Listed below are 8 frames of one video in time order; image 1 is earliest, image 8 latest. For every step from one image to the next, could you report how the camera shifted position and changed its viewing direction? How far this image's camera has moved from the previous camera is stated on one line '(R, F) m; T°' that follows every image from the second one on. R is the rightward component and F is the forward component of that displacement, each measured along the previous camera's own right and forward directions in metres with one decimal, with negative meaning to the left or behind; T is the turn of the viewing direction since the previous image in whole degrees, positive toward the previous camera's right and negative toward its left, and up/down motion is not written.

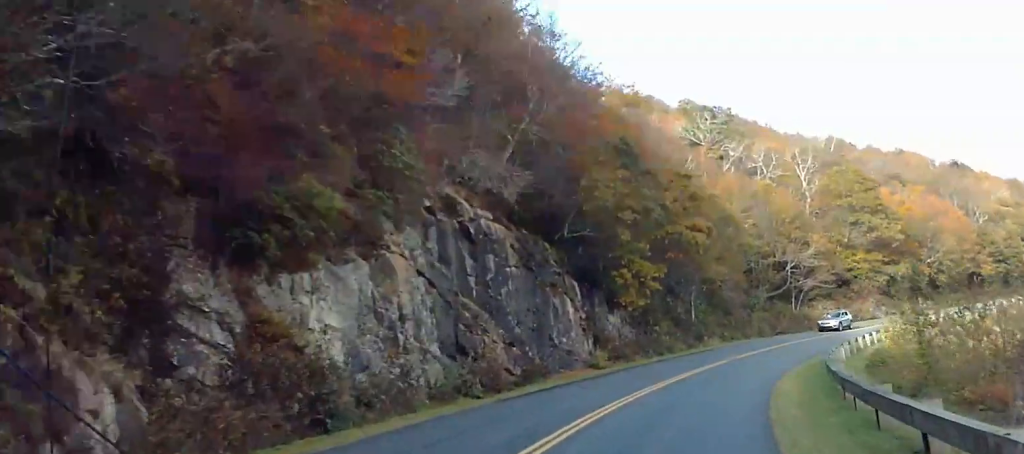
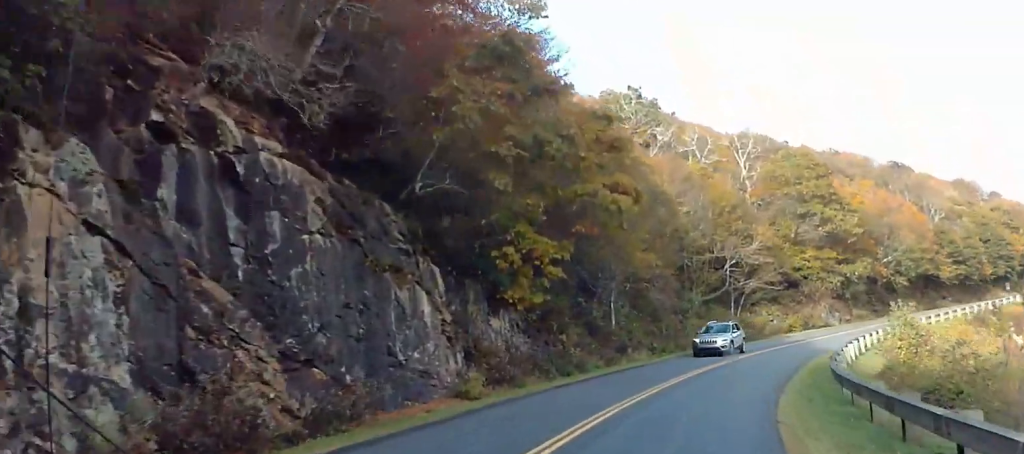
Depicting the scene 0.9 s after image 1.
(+0.3, +13.7) m; +3°
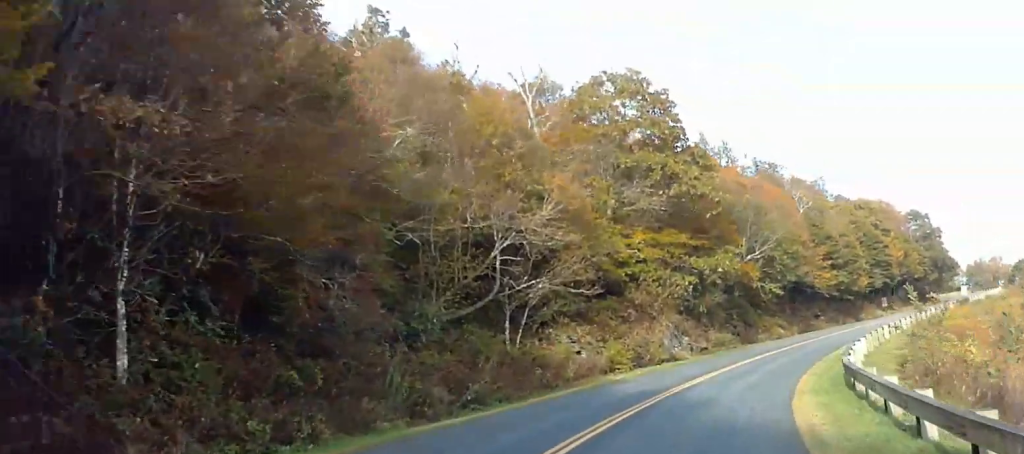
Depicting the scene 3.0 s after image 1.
(+3.1, +31.4) m; +12°
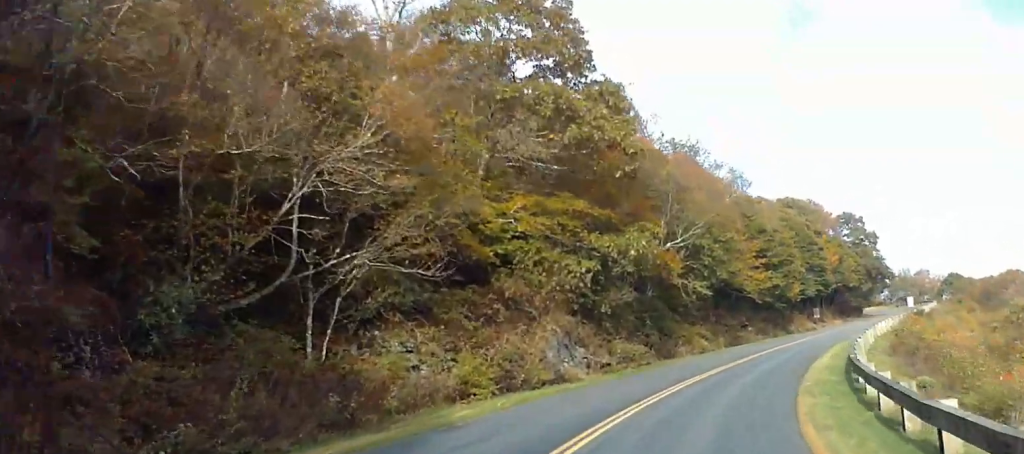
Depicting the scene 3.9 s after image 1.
(+0.6, +13.8) m; +5°
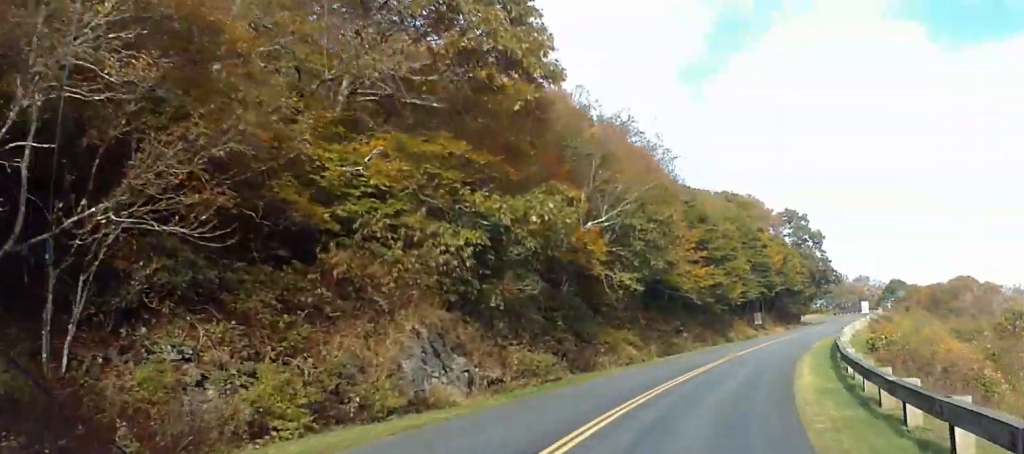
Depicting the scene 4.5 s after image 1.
(+0.2, +9.8) m; +5°
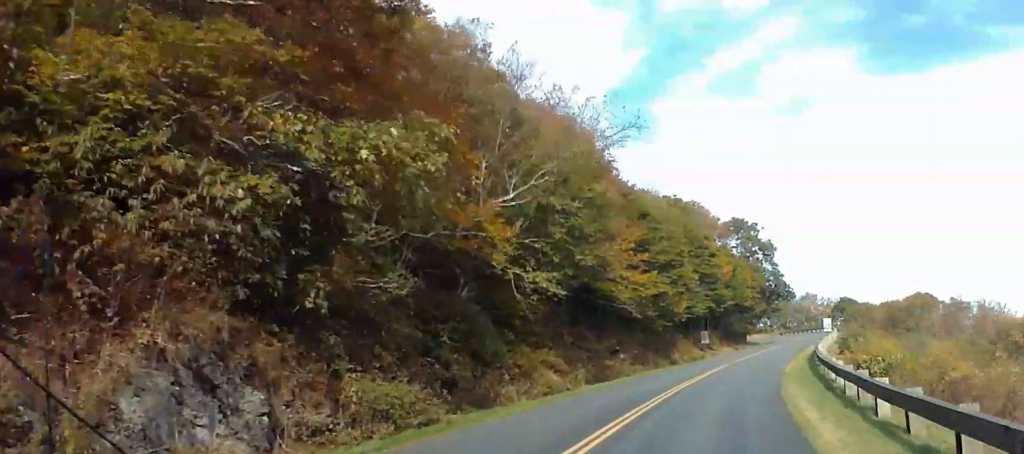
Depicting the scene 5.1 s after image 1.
(+0.1, +9.4) m; +8°
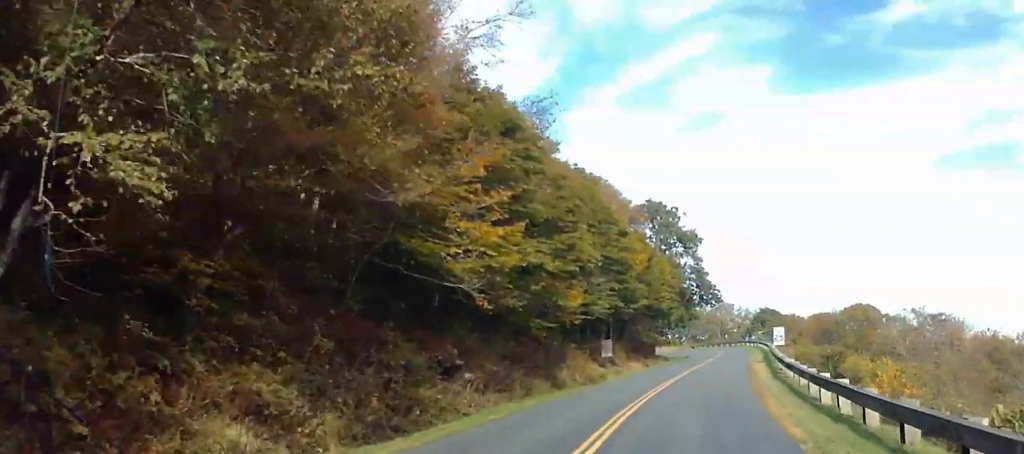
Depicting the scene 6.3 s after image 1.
(+3.1, +18.9) m; +10°
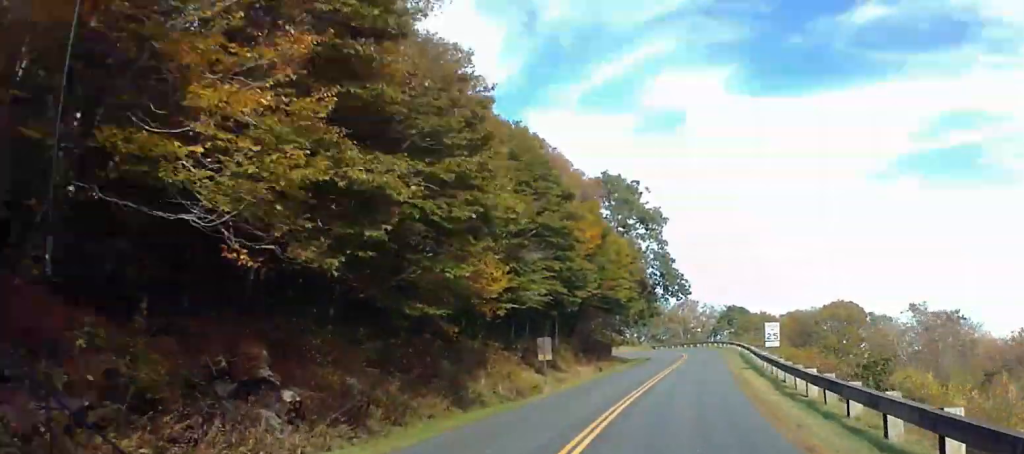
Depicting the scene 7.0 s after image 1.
(-0.5, +12.1) m; 0°
